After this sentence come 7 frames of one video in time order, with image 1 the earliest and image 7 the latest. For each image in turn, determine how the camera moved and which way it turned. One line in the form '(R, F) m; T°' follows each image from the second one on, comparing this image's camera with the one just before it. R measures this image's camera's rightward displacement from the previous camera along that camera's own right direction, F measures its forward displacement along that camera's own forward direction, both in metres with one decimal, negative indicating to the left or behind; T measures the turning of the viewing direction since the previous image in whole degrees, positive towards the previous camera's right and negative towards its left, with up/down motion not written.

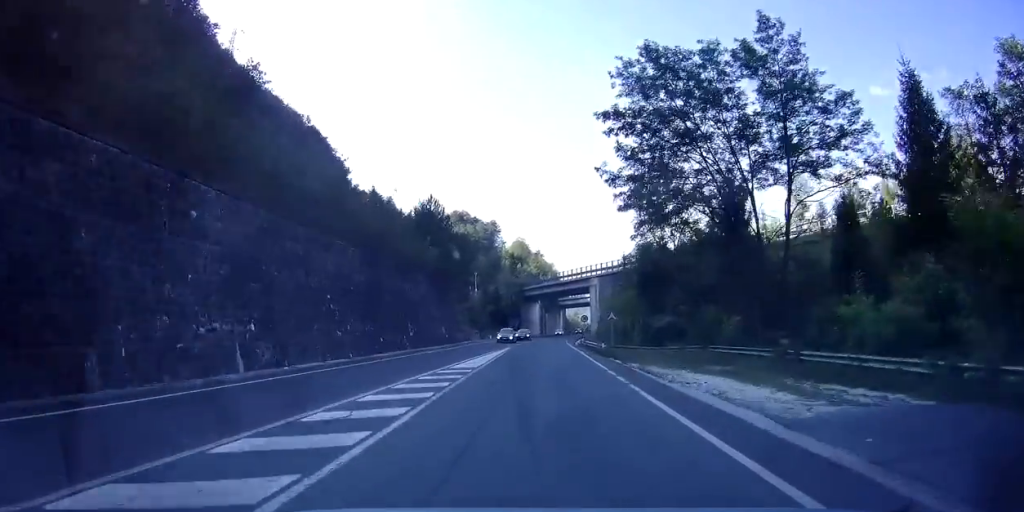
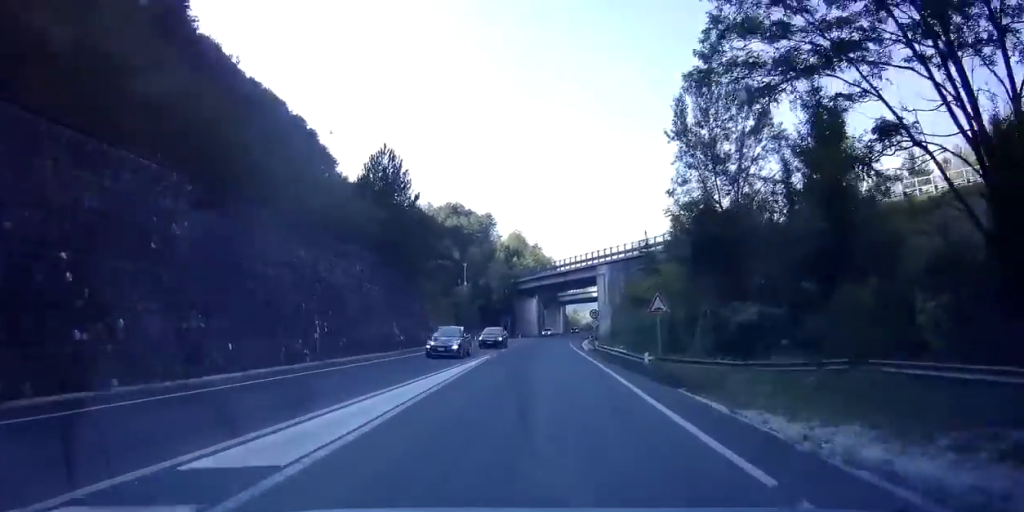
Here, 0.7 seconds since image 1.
(+0.1, +14.9) m; +1°
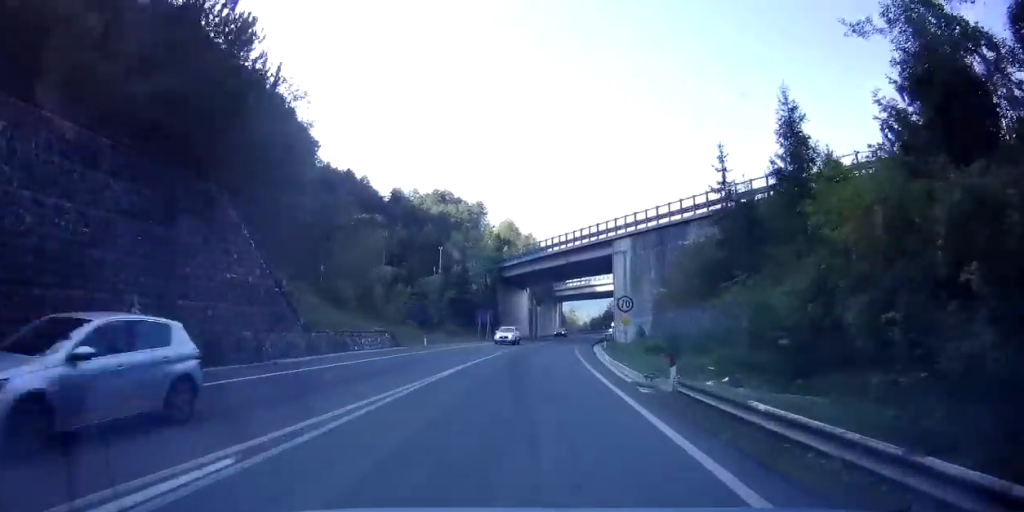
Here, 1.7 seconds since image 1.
(+0.2, +23.1) m; +1°
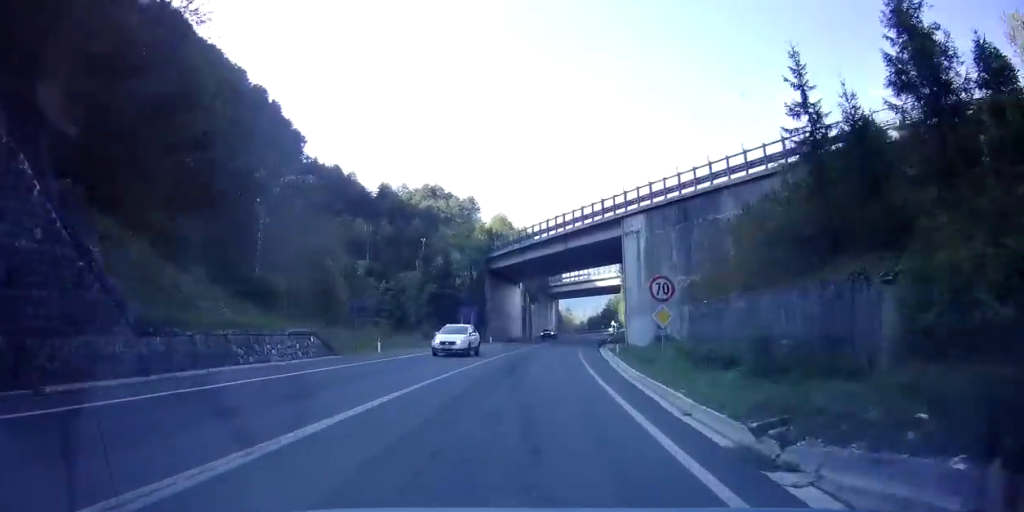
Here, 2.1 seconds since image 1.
(-0.1, +9.7) m; +1°
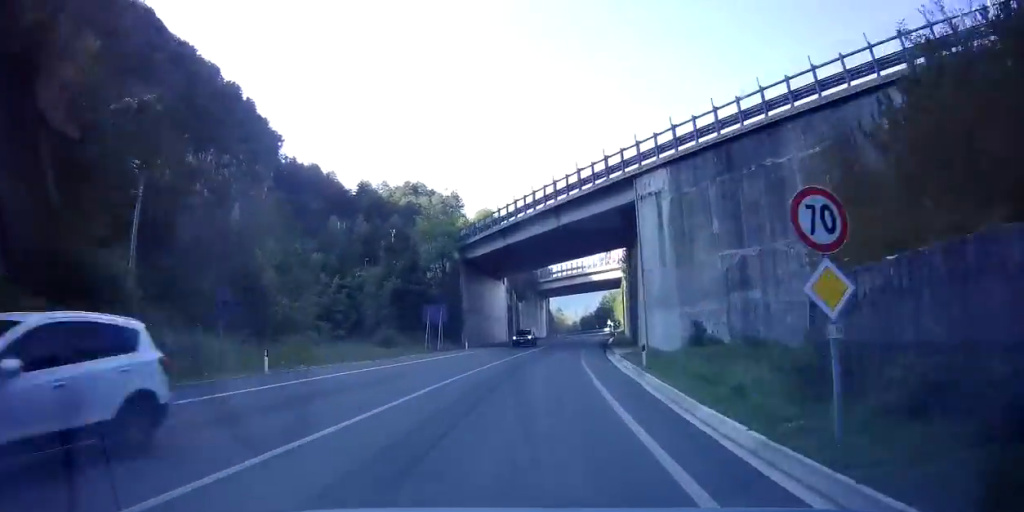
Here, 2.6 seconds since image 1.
(+0.2, +11.1) m; +1°
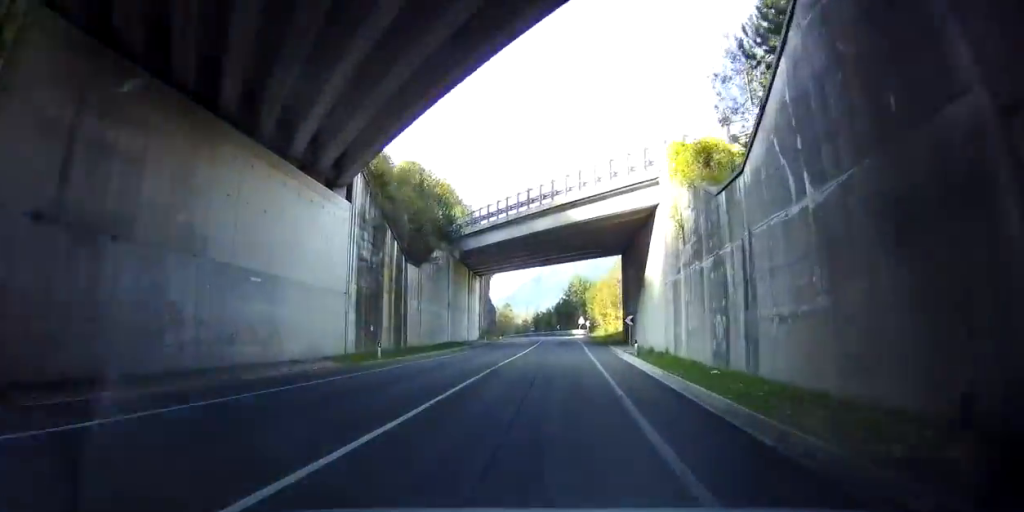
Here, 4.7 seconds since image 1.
(+1.5, +45.8) m; +3°
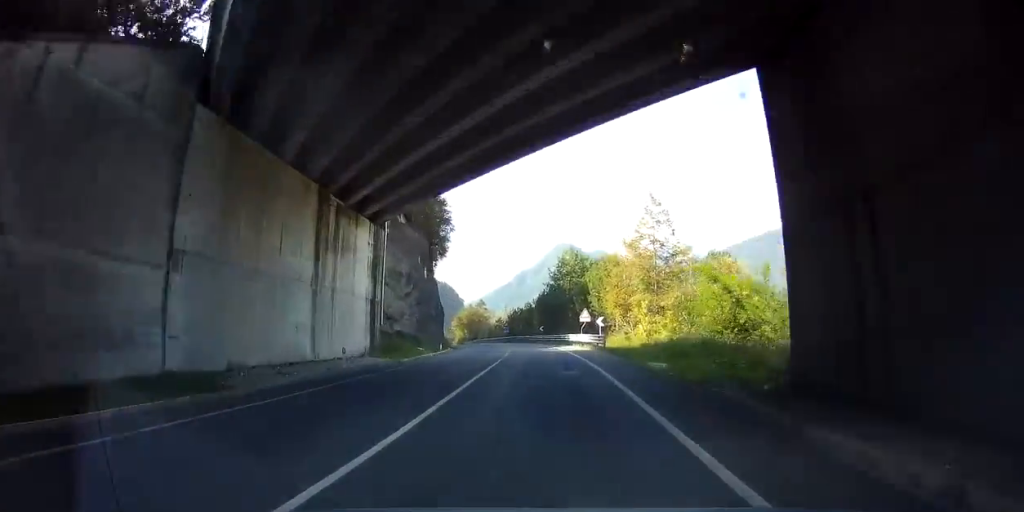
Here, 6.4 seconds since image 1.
(-0.2, +36.8) m; -2°
